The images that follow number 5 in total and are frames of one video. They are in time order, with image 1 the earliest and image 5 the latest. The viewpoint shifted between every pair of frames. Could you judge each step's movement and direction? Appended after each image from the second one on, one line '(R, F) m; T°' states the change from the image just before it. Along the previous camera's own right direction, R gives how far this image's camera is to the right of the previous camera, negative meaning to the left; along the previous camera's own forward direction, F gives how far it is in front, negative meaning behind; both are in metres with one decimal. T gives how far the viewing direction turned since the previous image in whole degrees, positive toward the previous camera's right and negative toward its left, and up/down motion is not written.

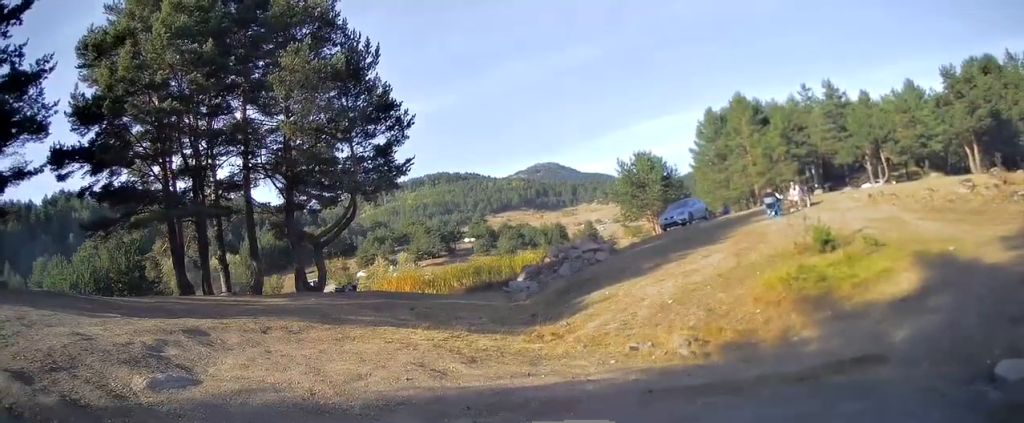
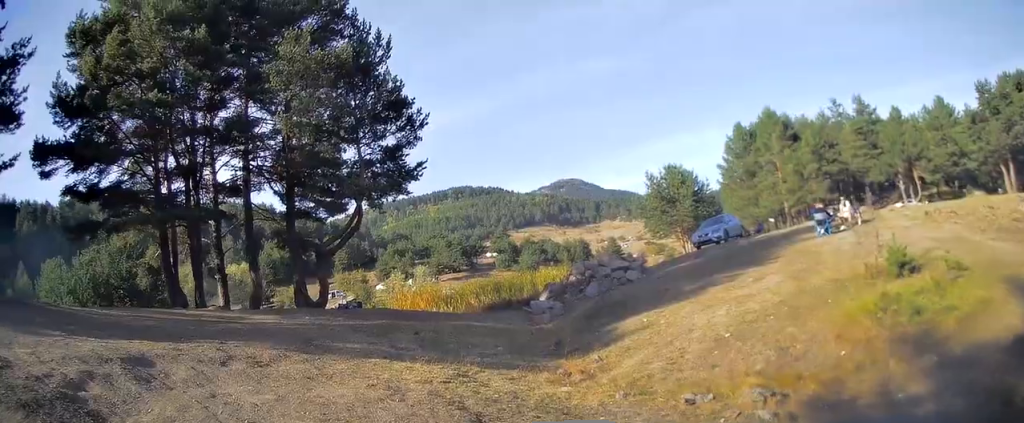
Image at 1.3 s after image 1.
(+0.2, +2.1) m; +1°
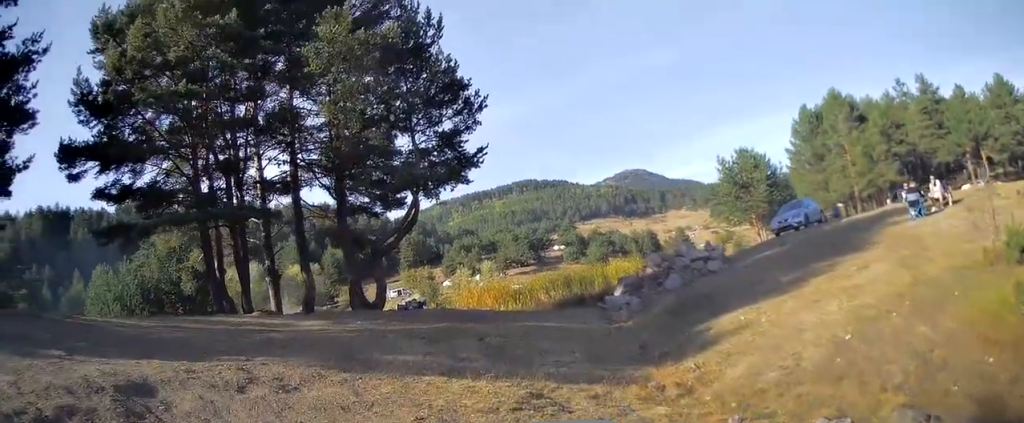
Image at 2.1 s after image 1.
(-0.1, +1.5) m; -8°
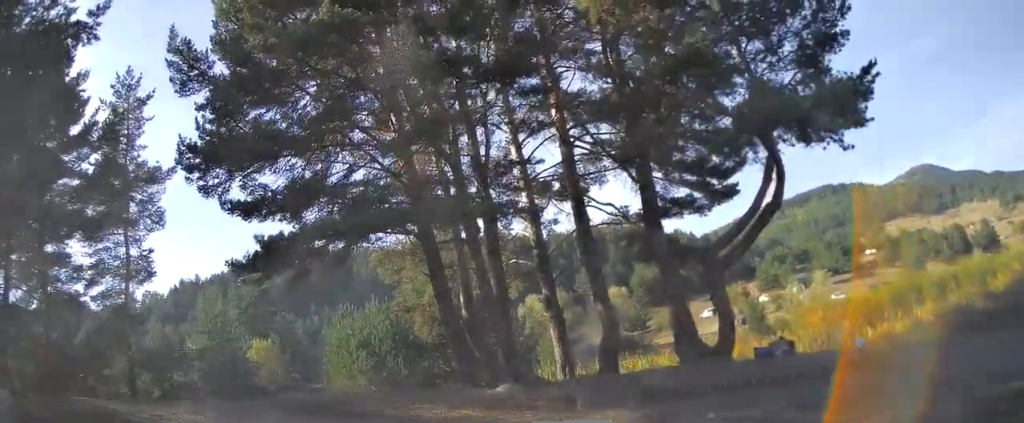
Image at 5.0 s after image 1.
(-1.9, +7.9) m; -24°
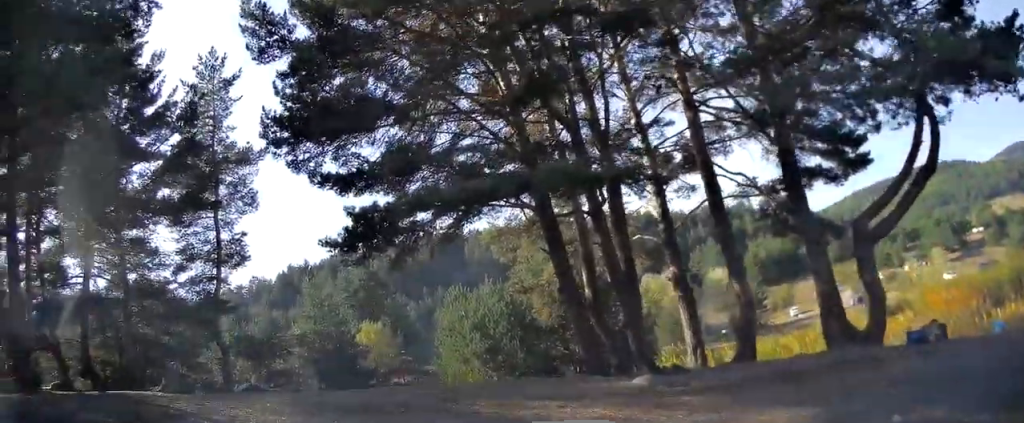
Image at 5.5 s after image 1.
(-0.1, +1.5) m; -8°
